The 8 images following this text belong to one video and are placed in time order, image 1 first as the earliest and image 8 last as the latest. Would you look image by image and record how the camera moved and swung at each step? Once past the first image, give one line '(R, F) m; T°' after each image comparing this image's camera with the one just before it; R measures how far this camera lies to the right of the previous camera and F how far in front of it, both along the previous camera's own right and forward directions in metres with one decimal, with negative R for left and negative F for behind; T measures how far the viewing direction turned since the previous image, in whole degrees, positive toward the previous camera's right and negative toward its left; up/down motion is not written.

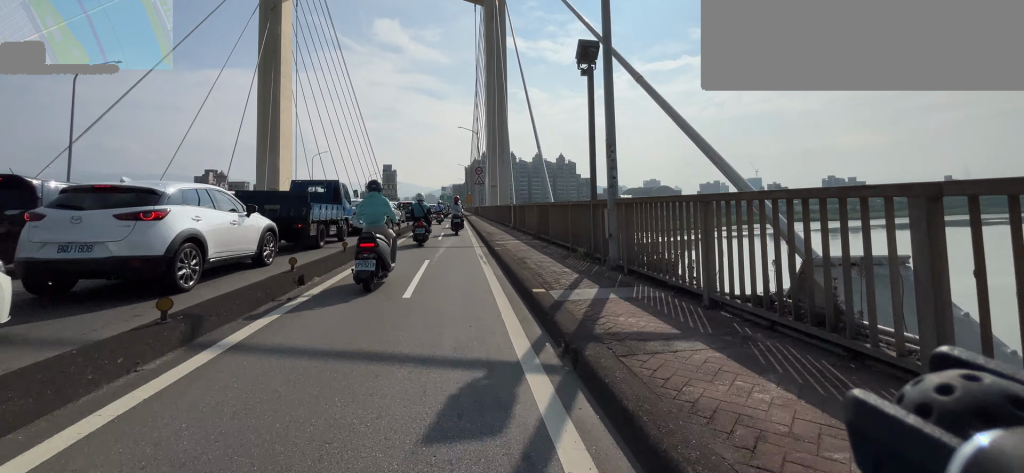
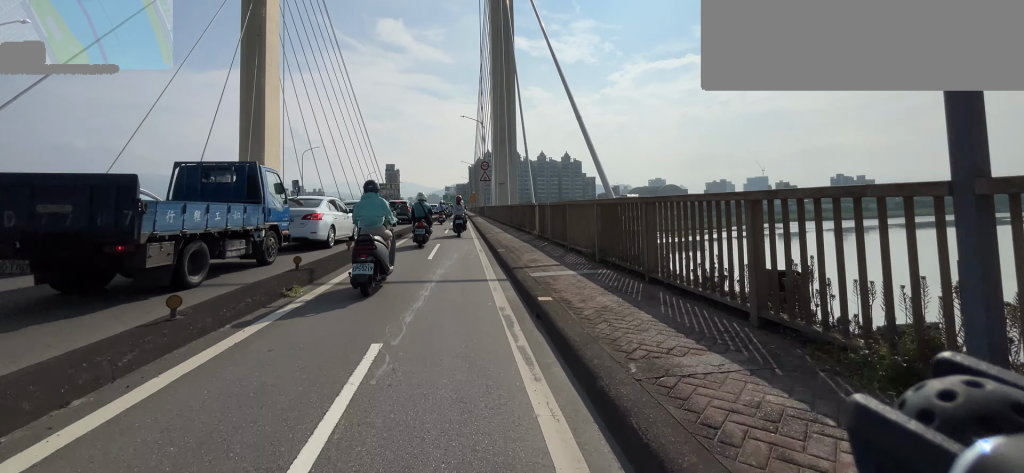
(0.0, +6.2) m; 0°
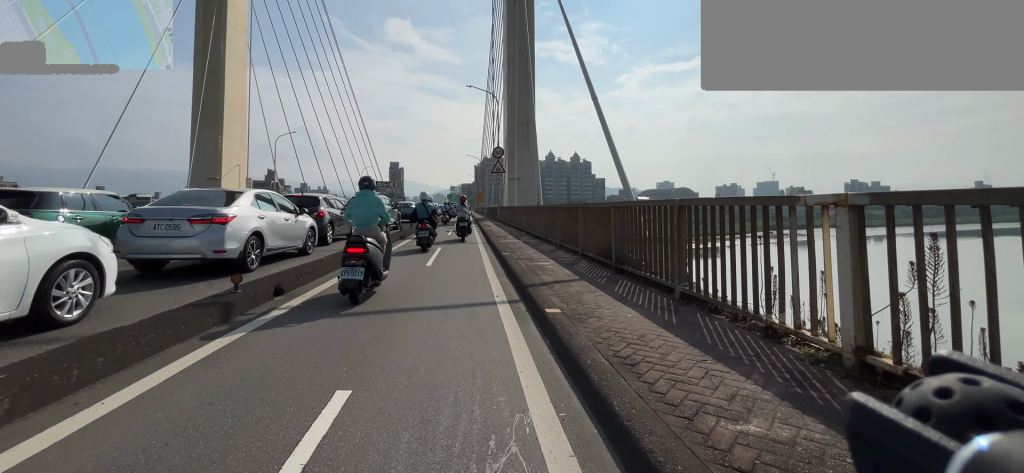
(-0.1, +10.5) m; -1°
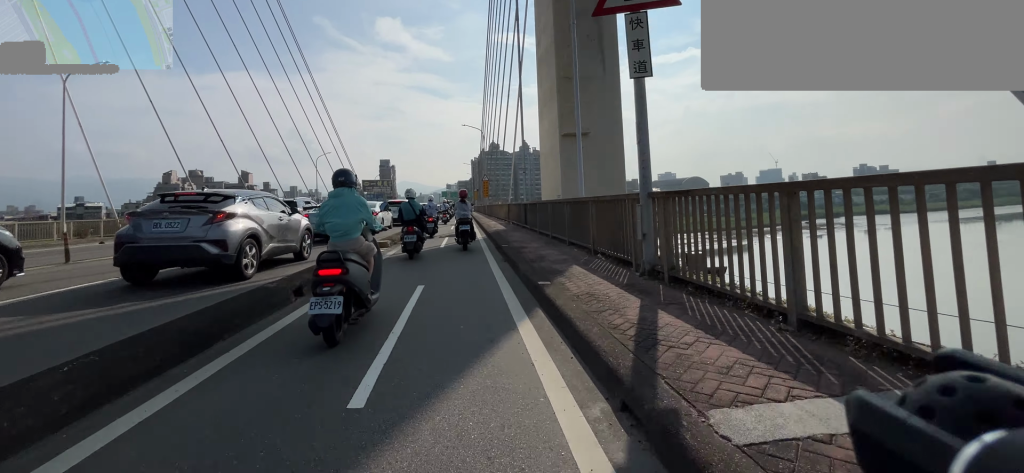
(+0.1, +25.4) m; 0°
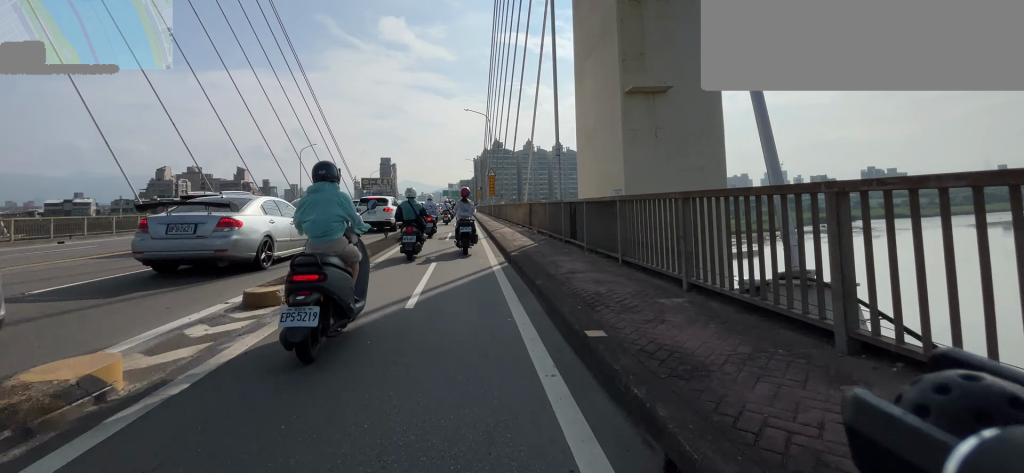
(0.0, +7.1) m; 0°
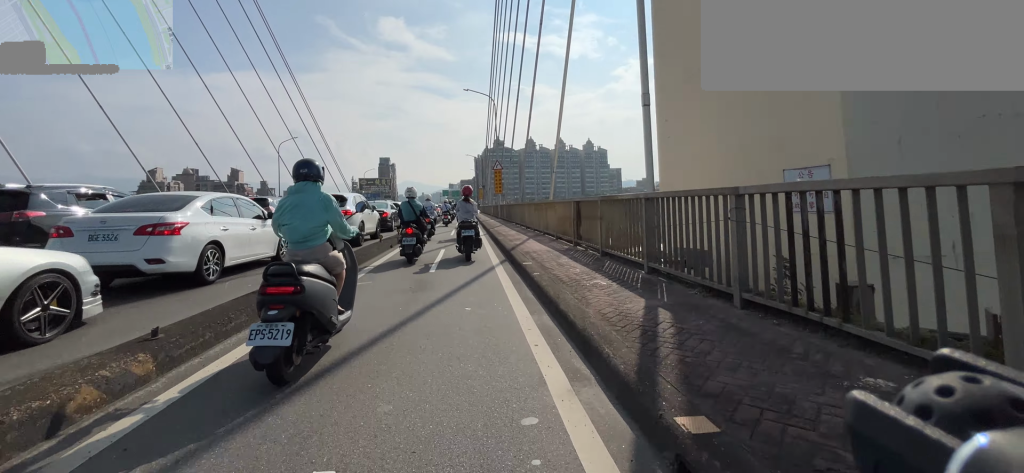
(0.0, +6.4) m; 0°
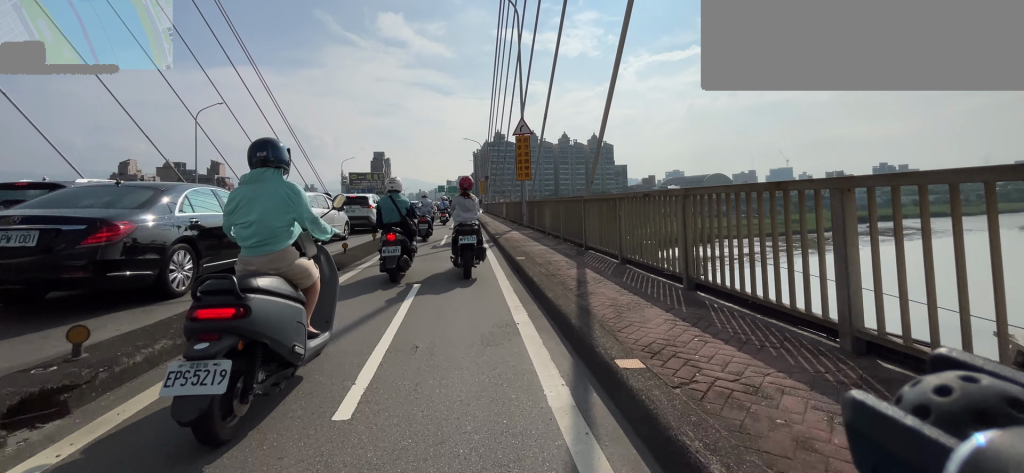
(0.0, +13.9) m; 0°
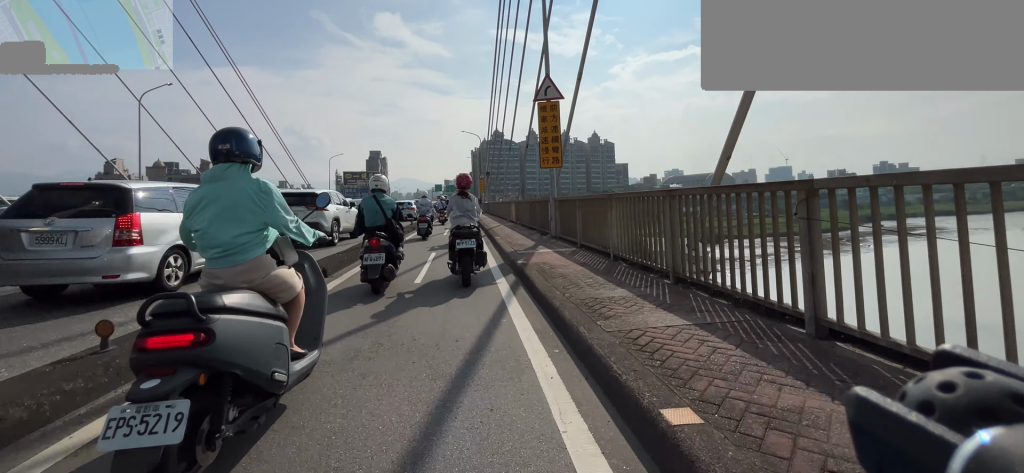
(0.0, +5.6) m; 0°
